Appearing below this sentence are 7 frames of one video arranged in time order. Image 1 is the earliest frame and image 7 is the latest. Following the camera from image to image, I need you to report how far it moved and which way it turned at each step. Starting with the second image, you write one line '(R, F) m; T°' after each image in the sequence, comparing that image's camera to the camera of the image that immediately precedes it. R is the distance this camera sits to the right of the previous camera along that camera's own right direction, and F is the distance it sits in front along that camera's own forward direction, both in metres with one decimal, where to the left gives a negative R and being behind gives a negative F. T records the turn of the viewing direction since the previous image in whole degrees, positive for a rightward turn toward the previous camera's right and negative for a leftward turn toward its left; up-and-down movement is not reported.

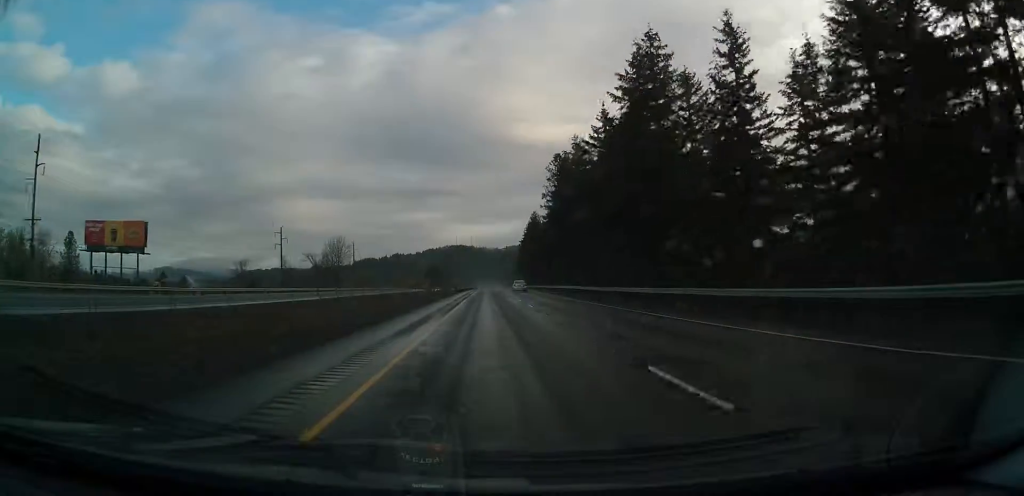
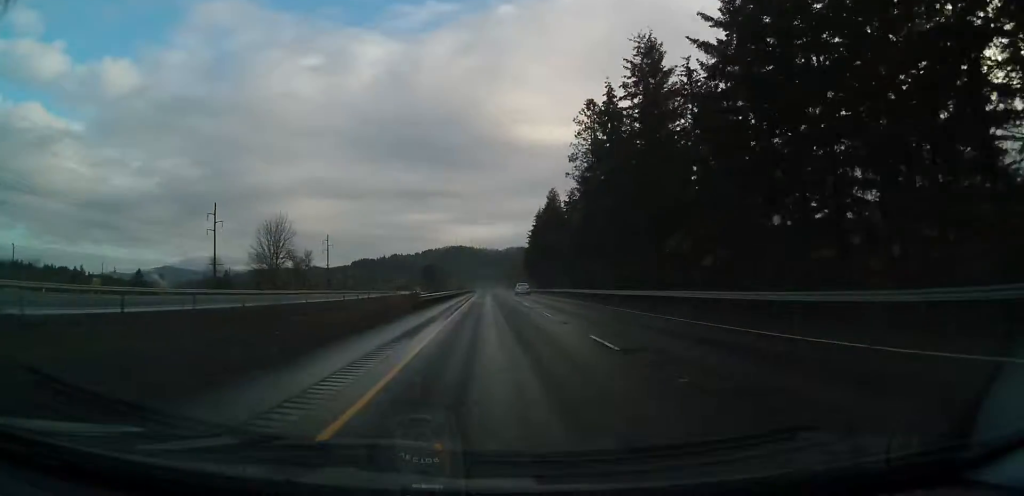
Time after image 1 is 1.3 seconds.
(0.0, +42.6) m; 0°
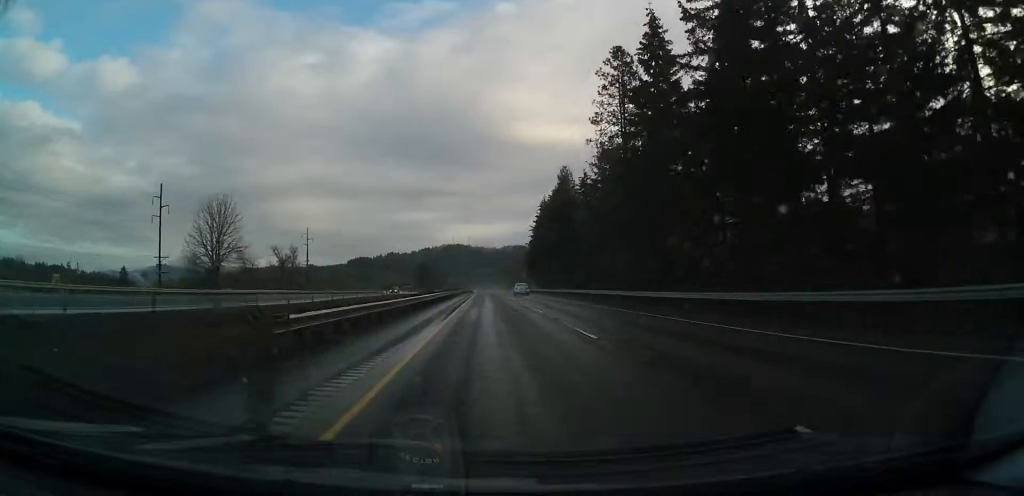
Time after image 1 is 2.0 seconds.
(+0.1, +21.8) m; 0°
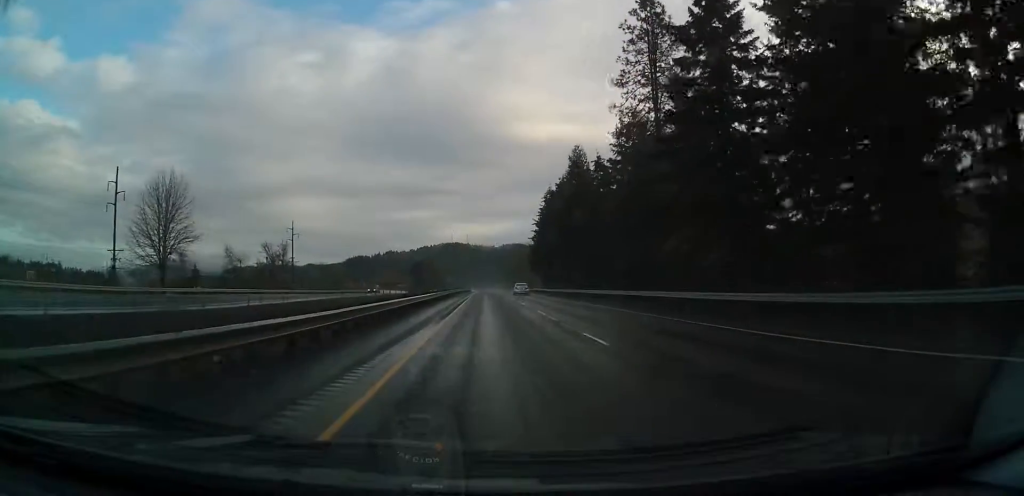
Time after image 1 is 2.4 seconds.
(+0.1, +14.2) m; 0°
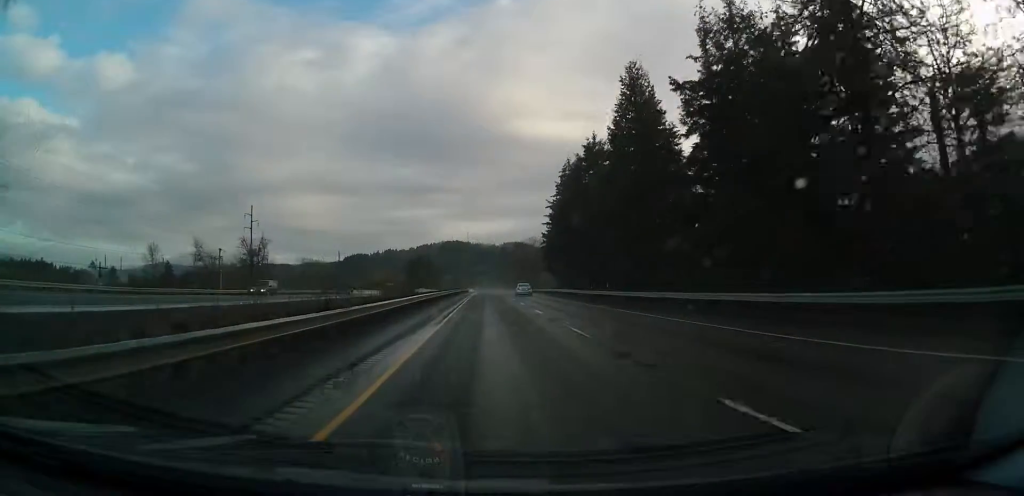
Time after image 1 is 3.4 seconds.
(0.0, +32.8) m; 0°
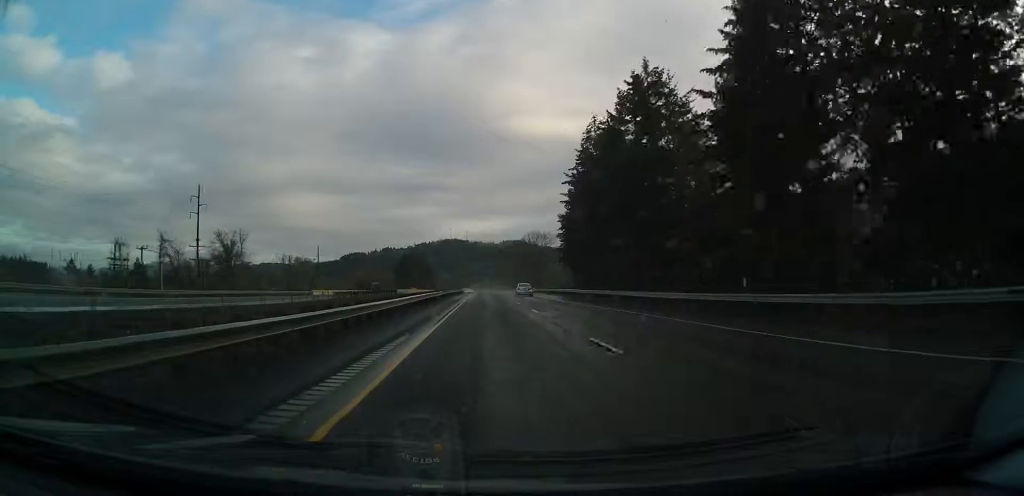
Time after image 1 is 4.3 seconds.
(-0.2, +28.4) m; -1°
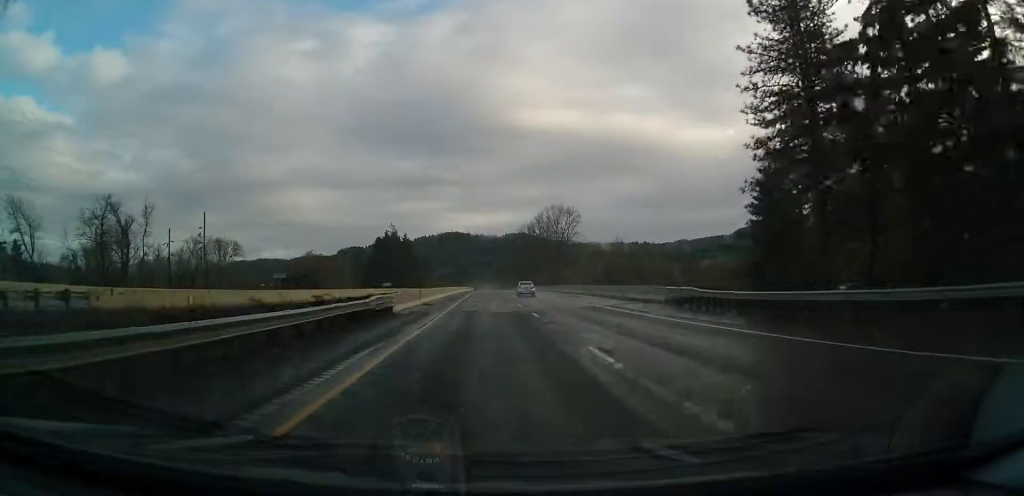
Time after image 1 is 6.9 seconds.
(+0.7, +86.5) m; +1°
